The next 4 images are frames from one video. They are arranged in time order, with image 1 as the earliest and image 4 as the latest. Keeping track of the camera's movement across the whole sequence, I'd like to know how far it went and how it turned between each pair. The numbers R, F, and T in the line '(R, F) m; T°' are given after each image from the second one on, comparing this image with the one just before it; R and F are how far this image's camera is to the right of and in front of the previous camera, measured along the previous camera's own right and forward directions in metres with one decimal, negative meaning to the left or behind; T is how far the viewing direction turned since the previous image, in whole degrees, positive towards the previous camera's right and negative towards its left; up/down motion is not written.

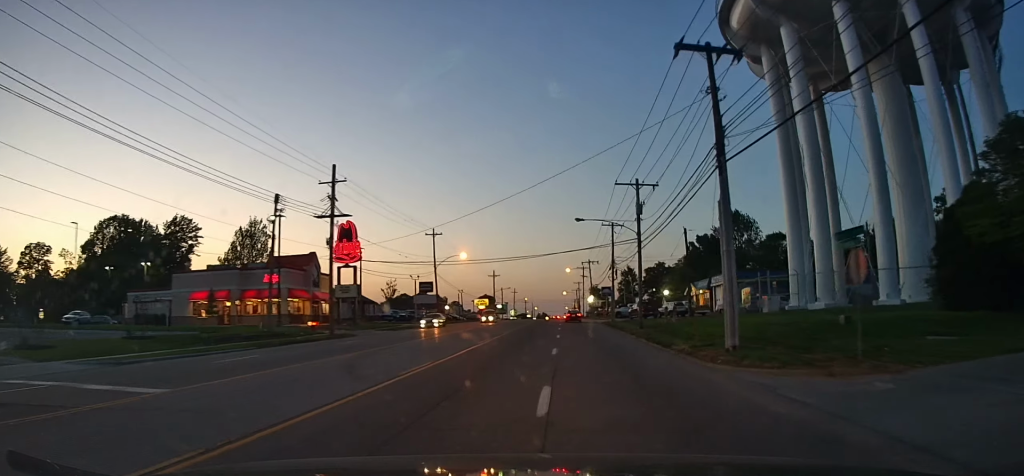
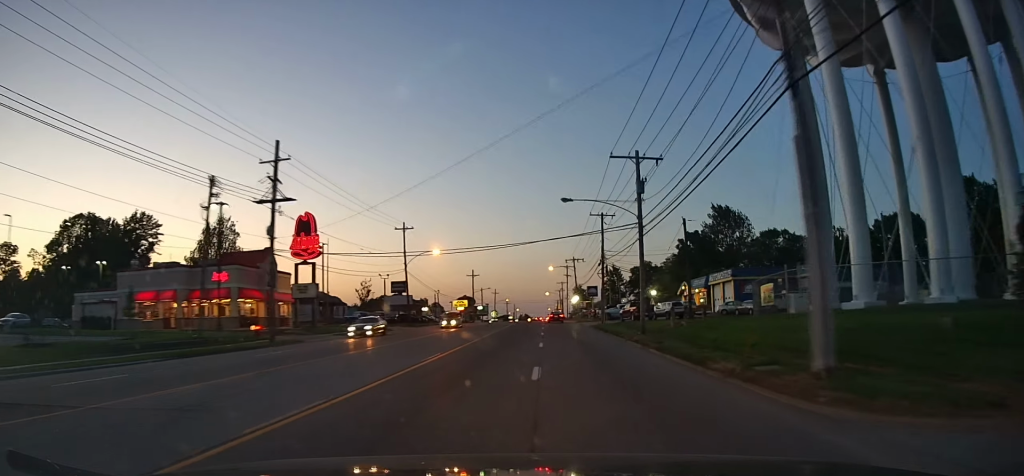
(0.0, +4.8) m; 0°
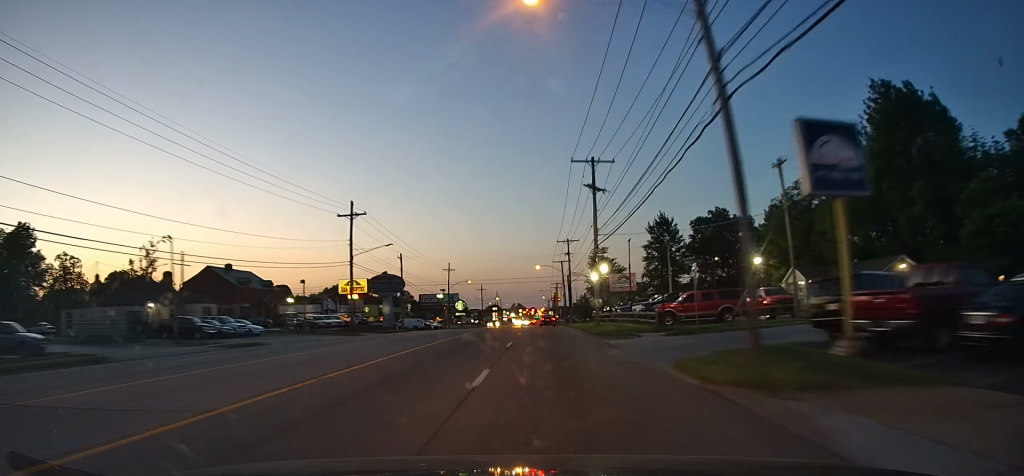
(+1.4, +78.9) m; +2°
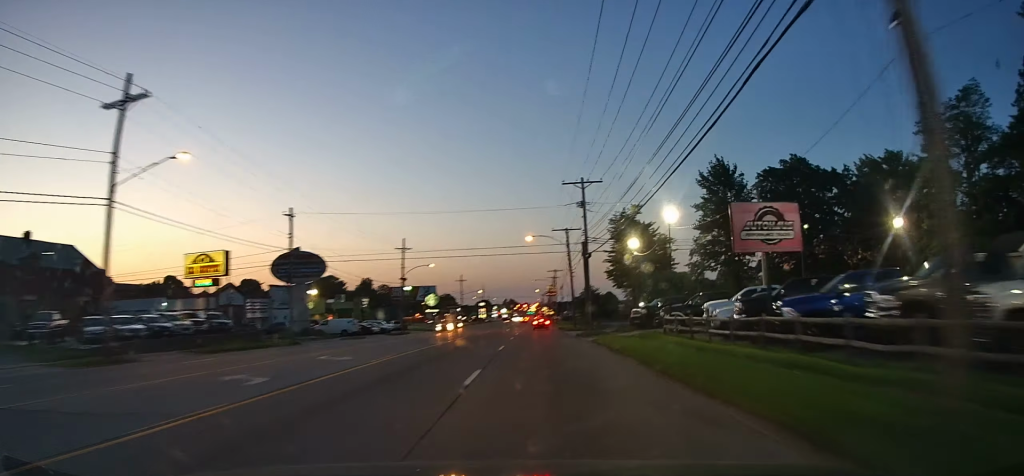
(-0.8, +40.9) m; -2°
